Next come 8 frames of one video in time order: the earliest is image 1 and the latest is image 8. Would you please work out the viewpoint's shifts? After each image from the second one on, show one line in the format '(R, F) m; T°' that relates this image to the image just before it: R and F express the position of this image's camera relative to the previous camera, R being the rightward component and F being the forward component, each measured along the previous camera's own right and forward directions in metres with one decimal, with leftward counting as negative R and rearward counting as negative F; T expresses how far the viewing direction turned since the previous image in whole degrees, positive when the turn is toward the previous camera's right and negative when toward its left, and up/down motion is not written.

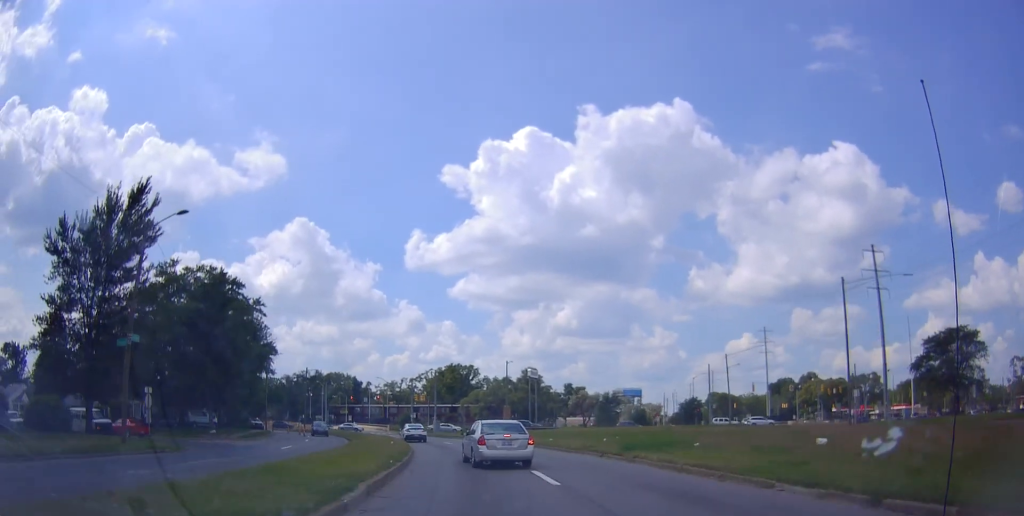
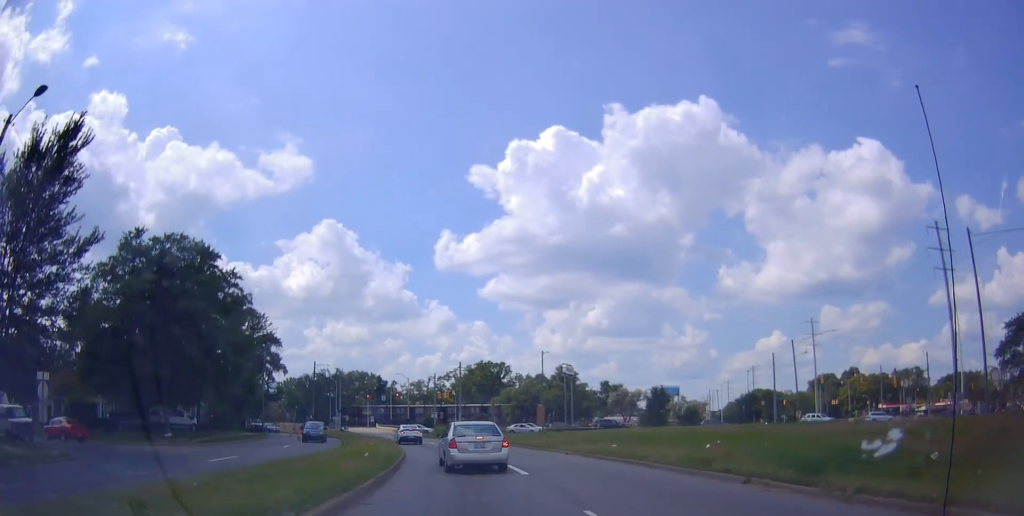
(+0.3, +12.6) m; -1°
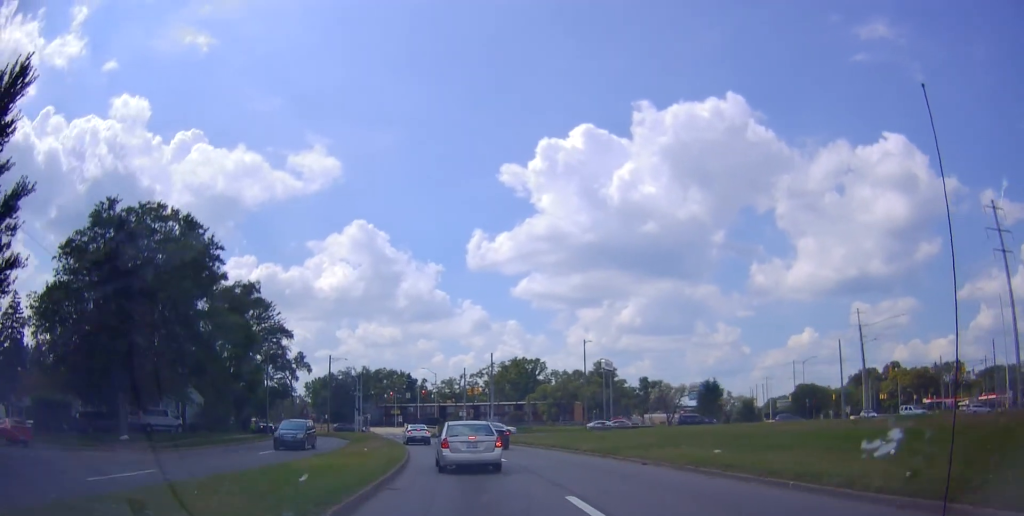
(-0.7, +10.2) m; -3°
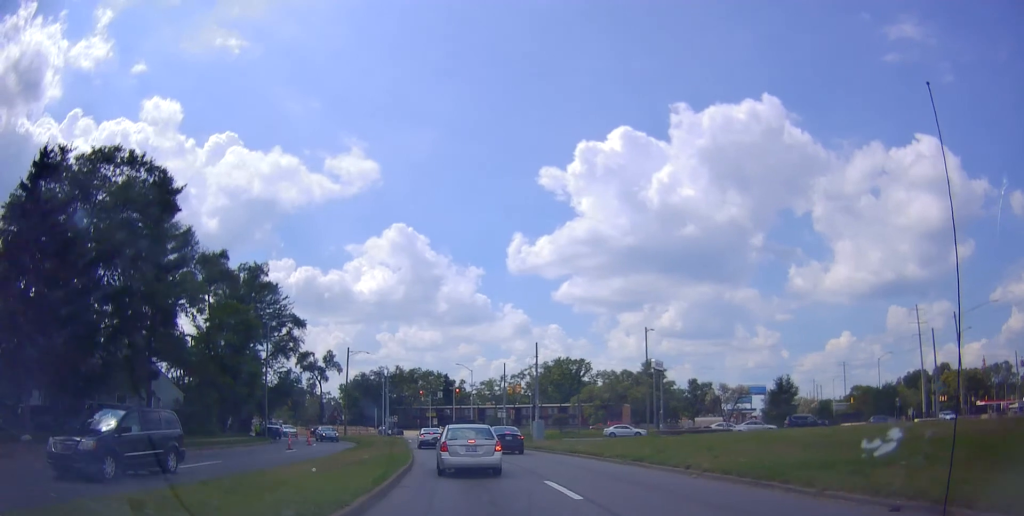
(+0.1, +12.7) m; -3°
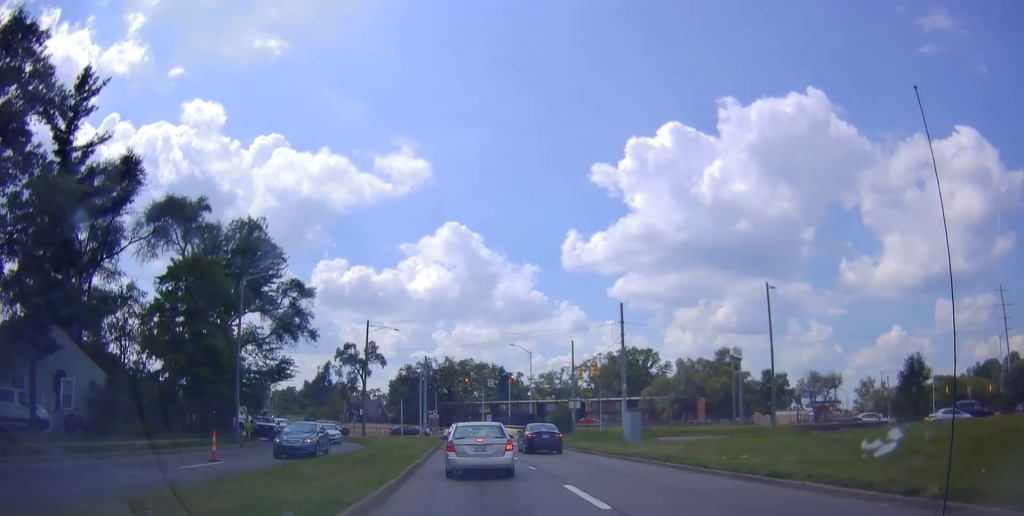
(-1.5, +18.9) m; -7°
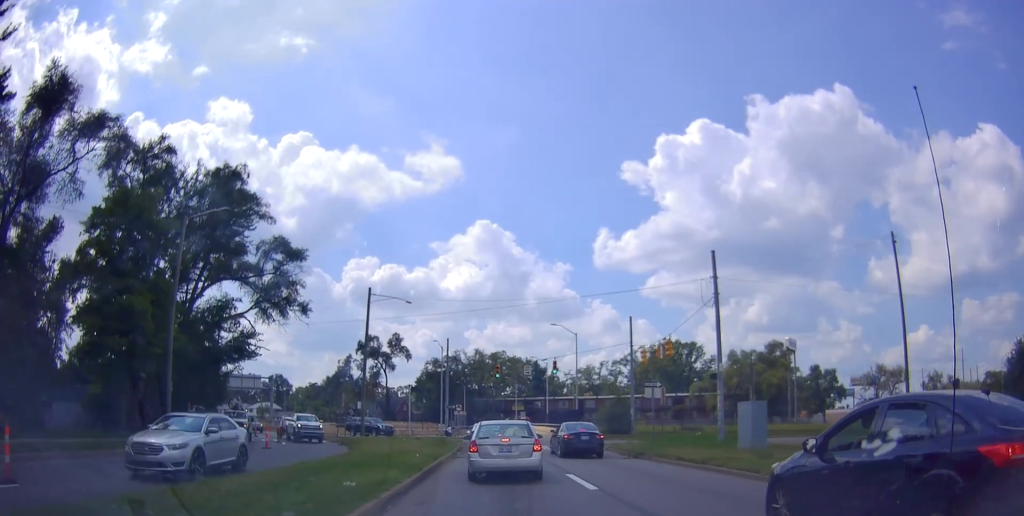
(-0.6, +14.9) m; -8°
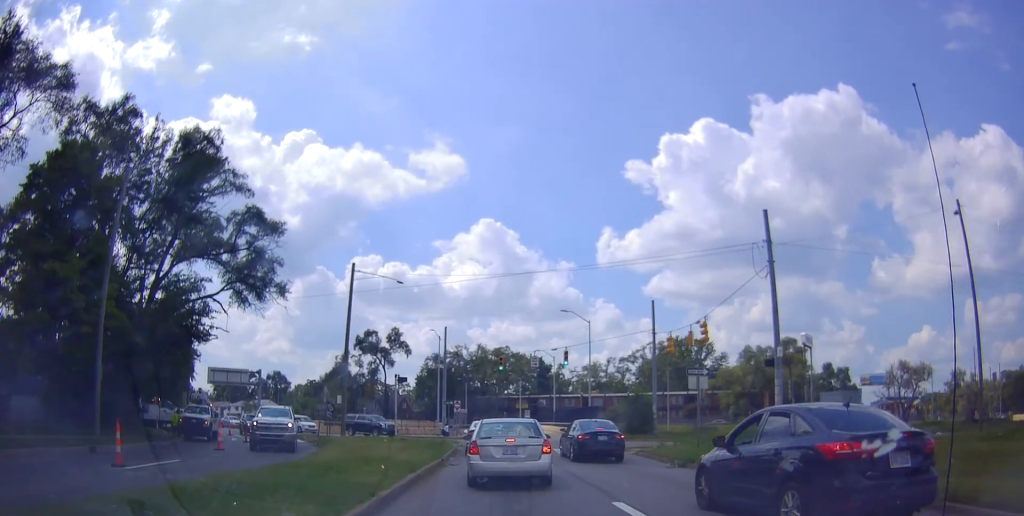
(-0.5, +7.6) m; 0°
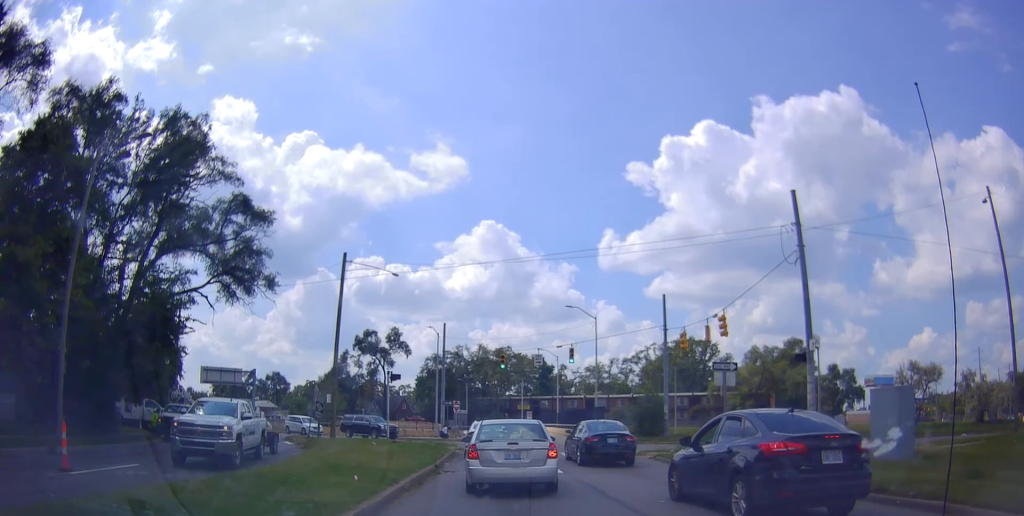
(+0.3, +3.9) m; +4°
